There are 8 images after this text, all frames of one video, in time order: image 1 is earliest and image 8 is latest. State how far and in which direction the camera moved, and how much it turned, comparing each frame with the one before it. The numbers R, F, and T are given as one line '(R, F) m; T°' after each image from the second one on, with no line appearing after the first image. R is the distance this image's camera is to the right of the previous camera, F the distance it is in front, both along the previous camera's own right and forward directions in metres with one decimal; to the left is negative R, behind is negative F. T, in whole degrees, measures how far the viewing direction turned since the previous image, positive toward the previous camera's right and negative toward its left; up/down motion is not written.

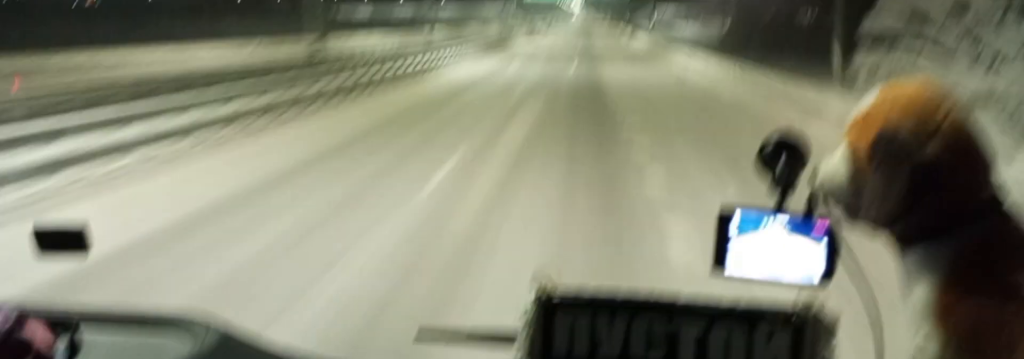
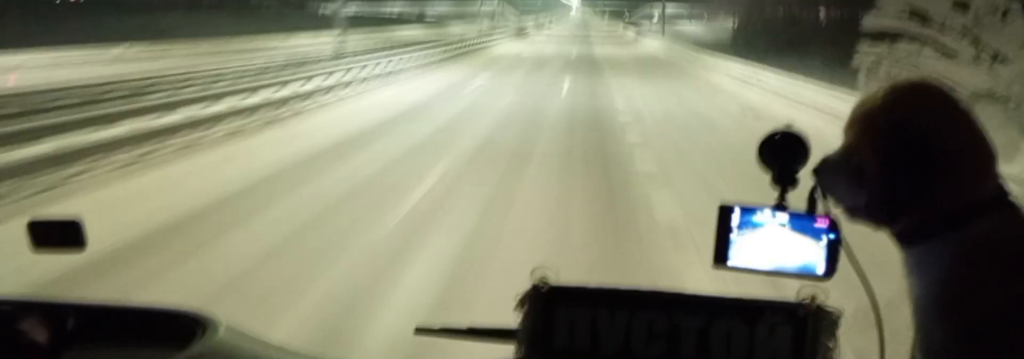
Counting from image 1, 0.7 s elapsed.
(+0.1, +17.6) m; -1°
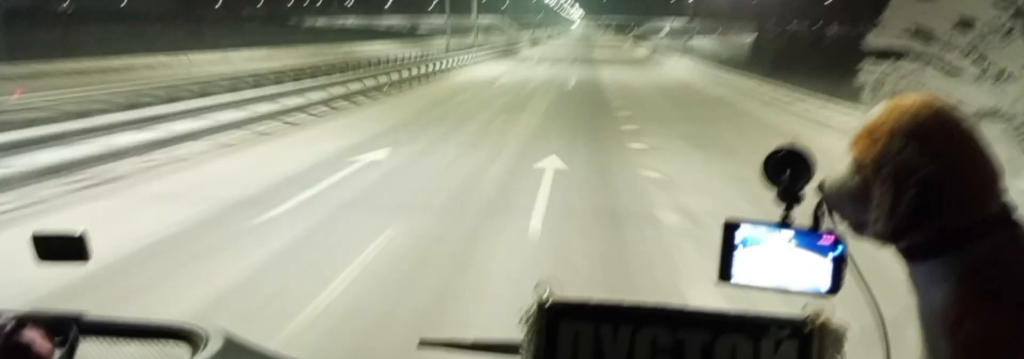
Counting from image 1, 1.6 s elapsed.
(-0.3, +20.1) m; -2°
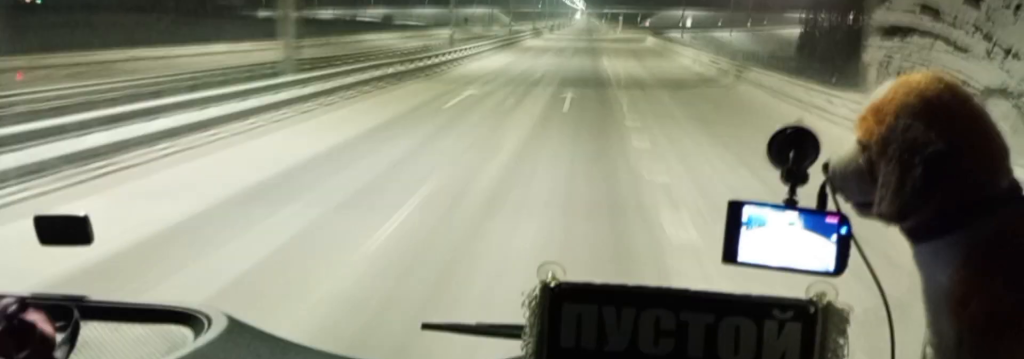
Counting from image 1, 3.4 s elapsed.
(+0.4, +44.1) m; +1°
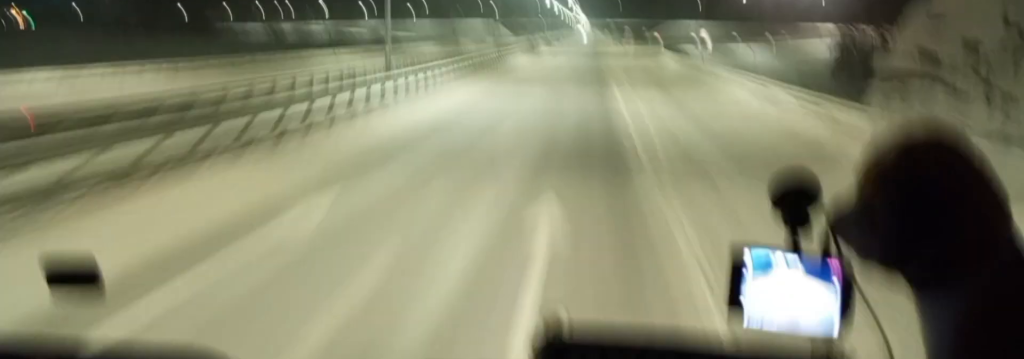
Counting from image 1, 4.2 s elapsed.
(-0.3, +18.3) m; -1°
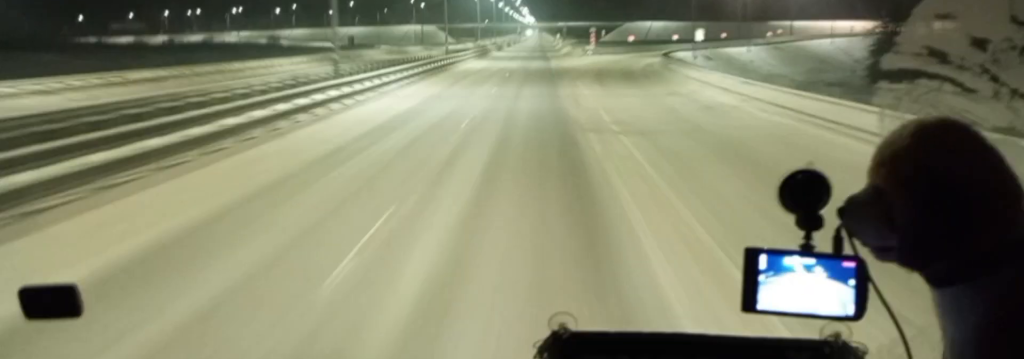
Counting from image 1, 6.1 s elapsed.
(-0.2, +45.1) m; -1°
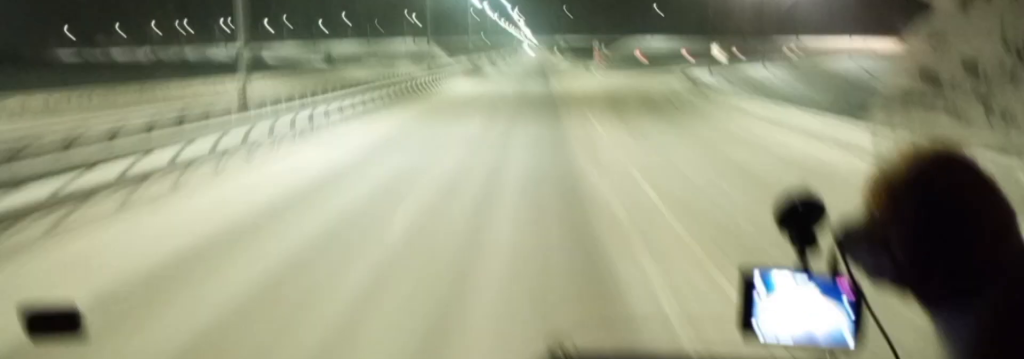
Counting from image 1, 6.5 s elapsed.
(0.0, +10.3) m; 0°
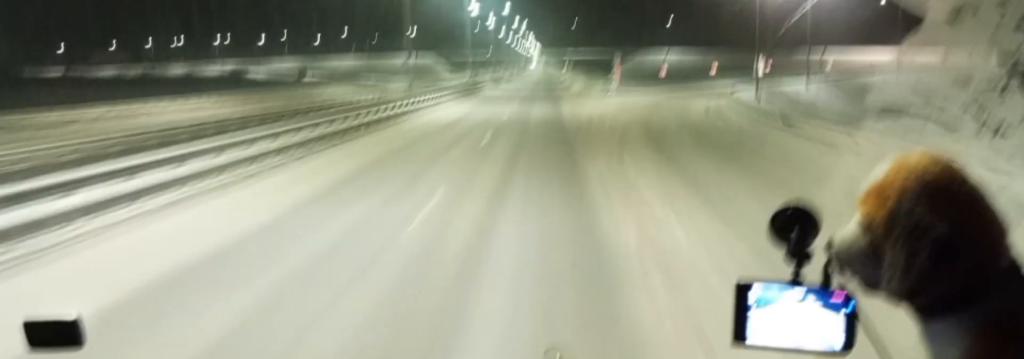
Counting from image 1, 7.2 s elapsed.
(0.0, +16.0) m; +1°
